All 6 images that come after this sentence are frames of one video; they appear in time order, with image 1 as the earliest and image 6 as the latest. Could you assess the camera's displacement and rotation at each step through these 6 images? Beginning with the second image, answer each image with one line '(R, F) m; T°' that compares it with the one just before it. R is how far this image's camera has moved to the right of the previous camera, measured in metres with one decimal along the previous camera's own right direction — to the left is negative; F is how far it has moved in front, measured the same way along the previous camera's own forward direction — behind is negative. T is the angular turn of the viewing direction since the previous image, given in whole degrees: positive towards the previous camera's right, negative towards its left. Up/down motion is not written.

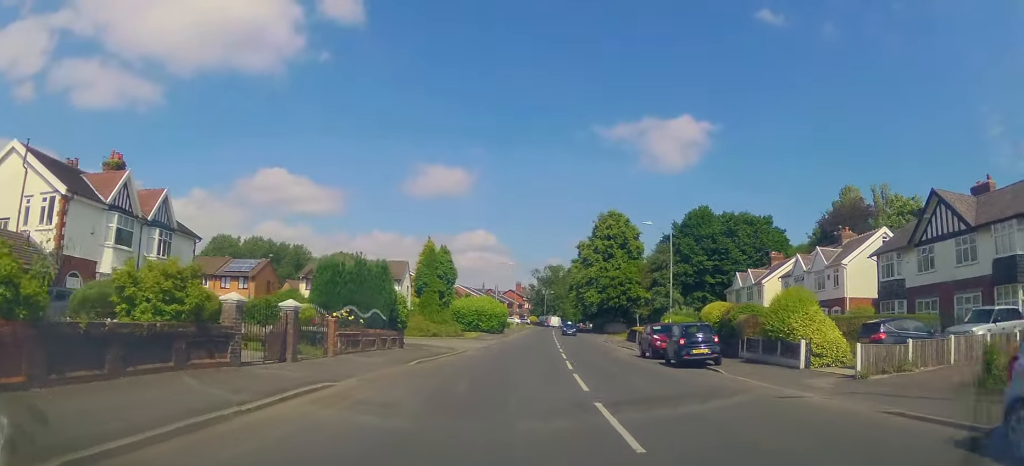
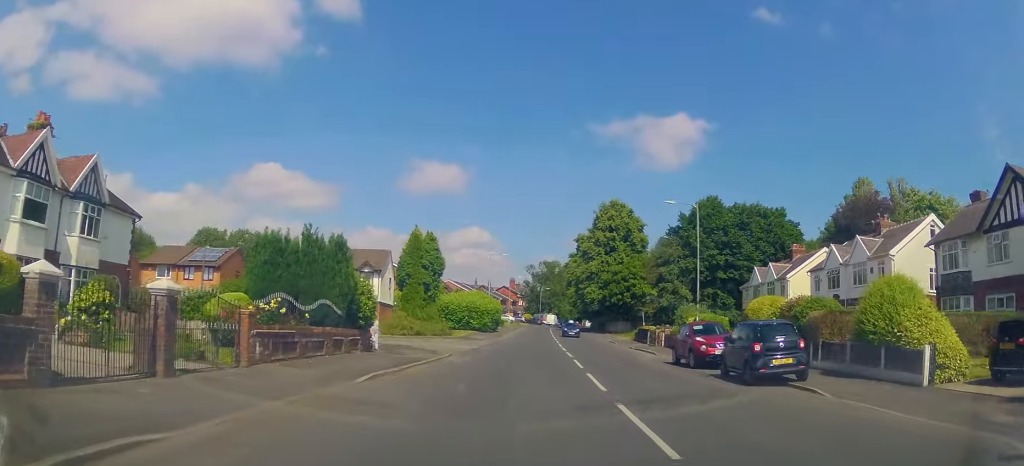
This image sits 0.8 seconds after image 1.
(-0.2, +6.4) m; 0°
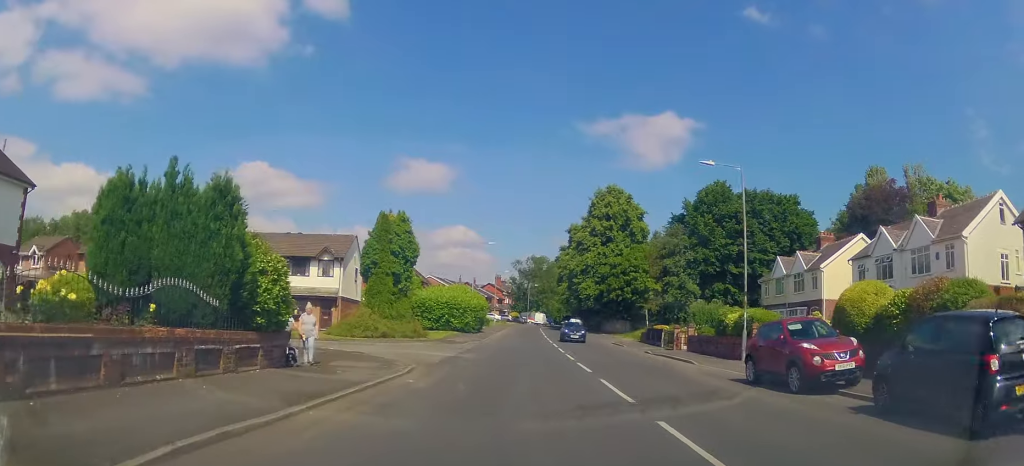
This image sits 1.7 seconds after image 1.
(+0.2, +8.0) m; +2°
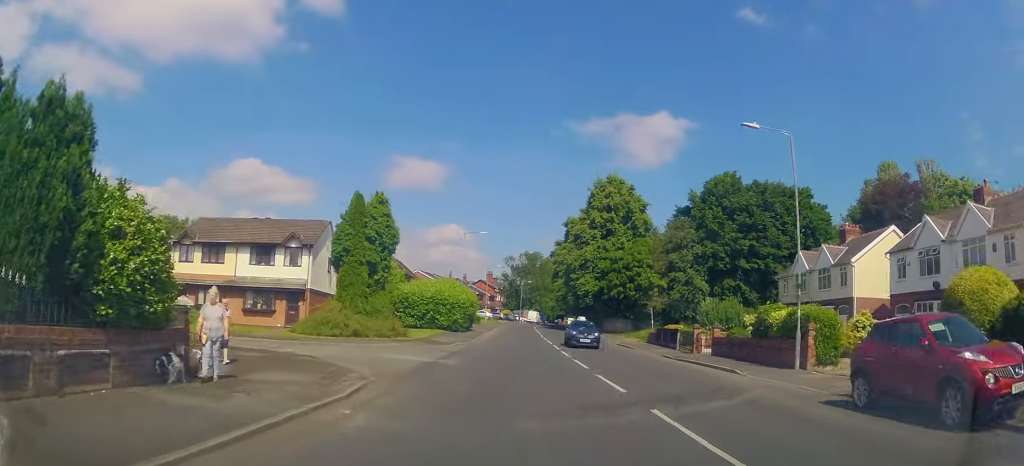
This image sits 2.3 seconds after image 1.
(+0.1, +5.3) m; 0°
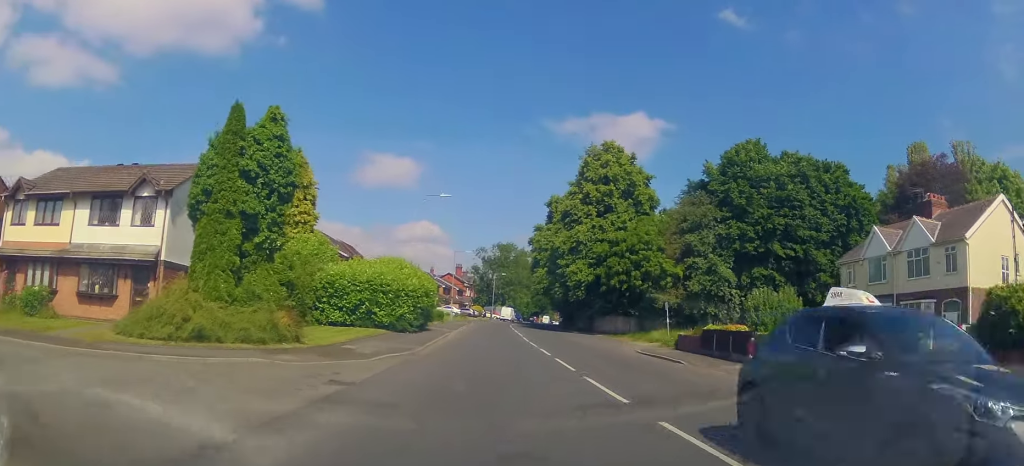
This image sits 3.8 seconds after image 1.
(0.0, +13.7) m; +2°
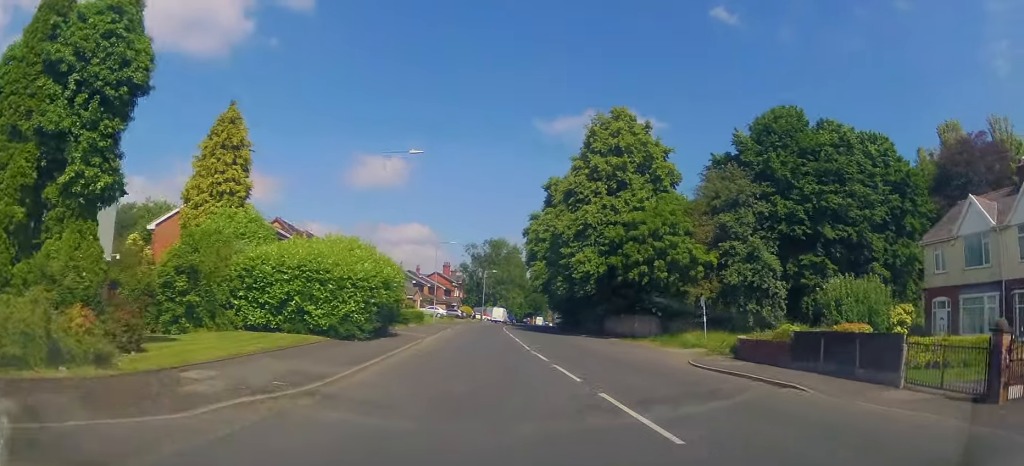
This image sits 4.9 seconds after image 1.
(+0.5, +9.6) m; +2°
